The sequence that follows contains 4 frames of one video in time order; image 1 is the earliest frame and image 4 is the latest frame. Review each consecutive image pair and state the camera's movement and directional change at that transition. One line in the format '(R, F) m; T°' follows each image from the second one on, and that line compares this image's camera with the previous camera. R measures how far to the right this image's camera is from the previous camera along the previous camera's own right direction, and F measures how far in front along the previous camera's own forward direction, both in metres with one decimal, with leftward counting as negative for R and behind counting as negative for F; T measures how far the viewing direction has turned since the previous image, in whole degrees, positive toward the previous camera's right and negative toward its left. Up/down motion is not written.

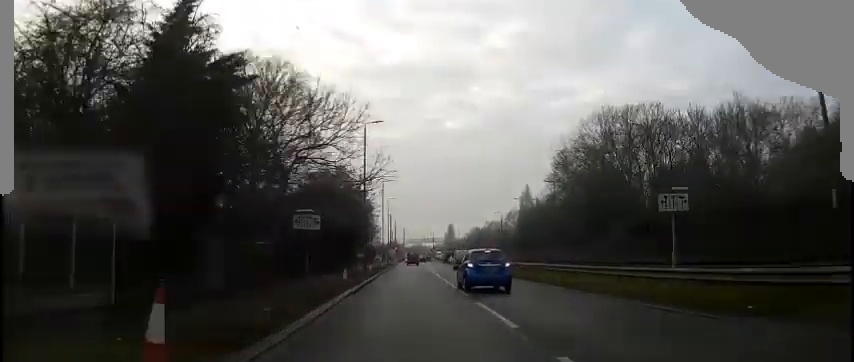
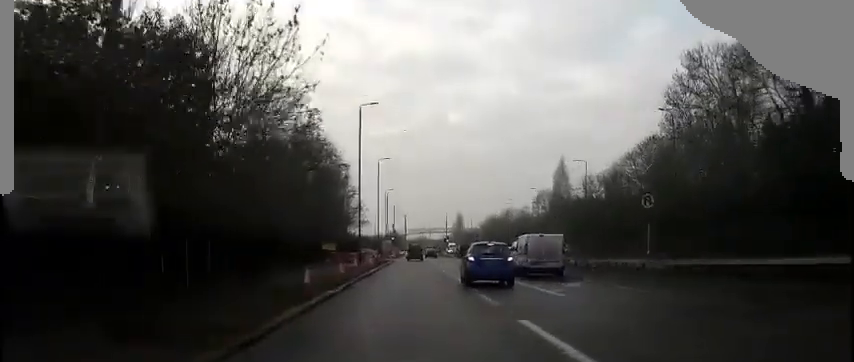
(-0.7, +41.7) m; -2°
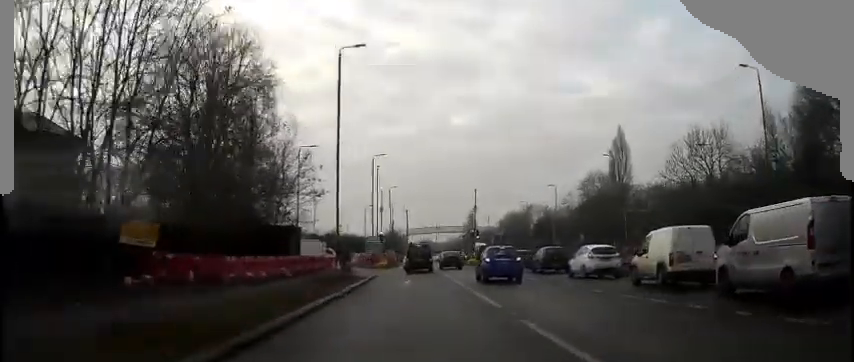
(-0.4, +42.5) m; -2°
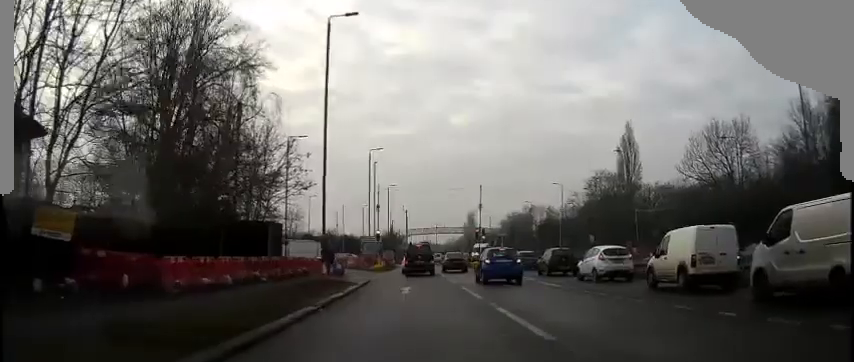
(0.0, +4.8) m; 0°
